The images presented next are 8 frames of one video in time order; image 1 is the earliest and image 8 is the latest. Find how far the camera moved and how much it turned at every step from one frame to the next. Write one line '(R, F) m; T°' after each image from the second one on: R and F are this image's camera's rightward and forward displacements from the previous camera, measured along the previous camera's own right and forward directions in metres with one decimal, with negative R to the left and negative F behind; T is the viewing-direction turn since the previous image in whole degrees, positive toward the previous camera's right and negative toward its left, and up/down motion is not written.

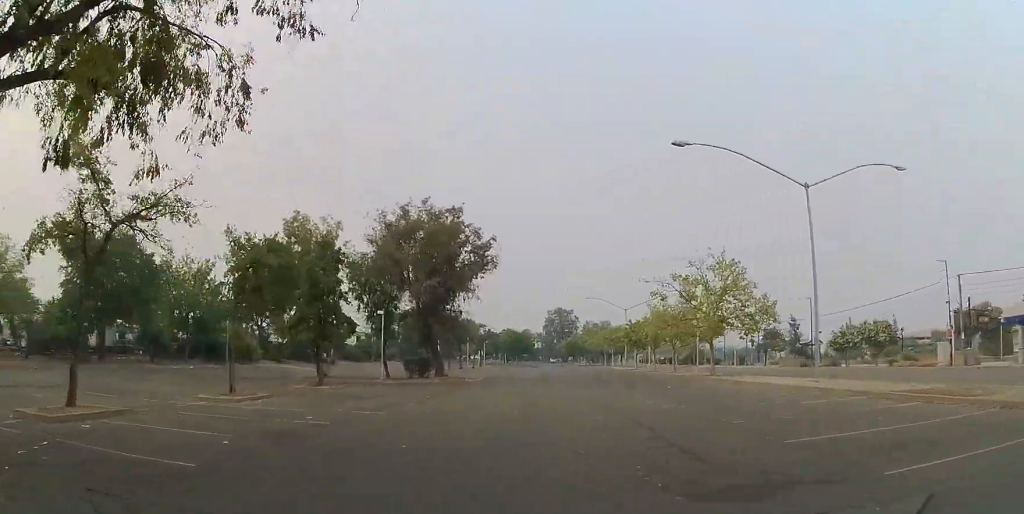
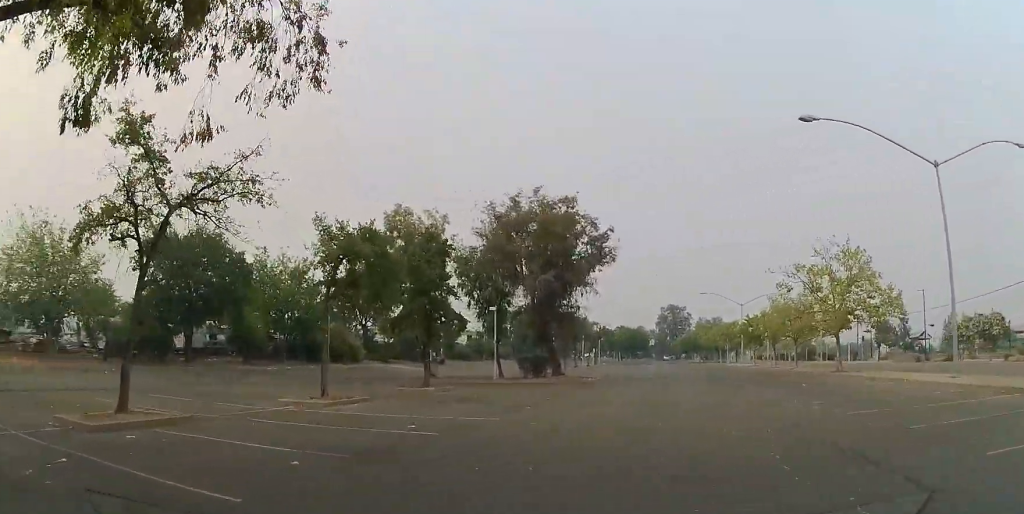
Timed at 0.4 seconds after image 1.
(-0.3, +2.3) m; -12°
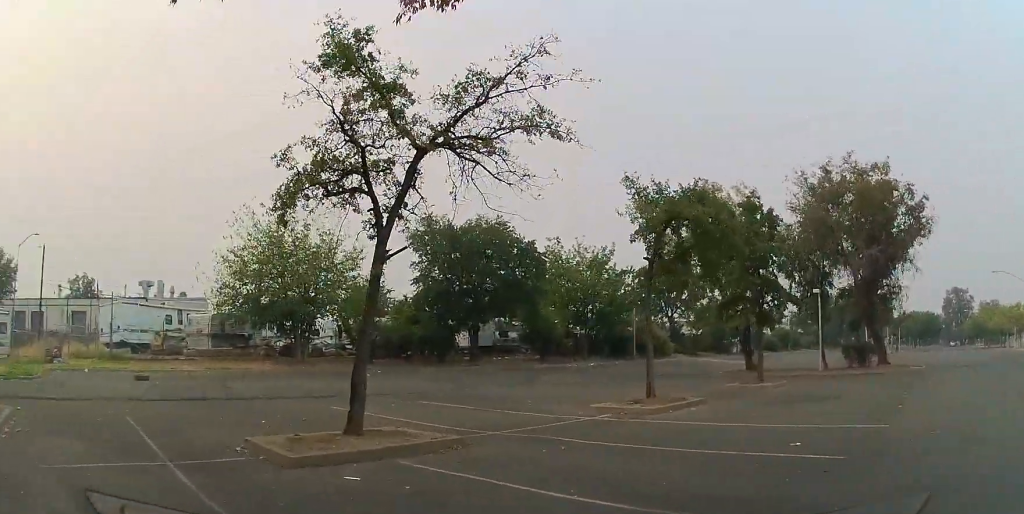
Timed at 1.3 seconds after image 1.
(-1.1, +4.4) m; -31°
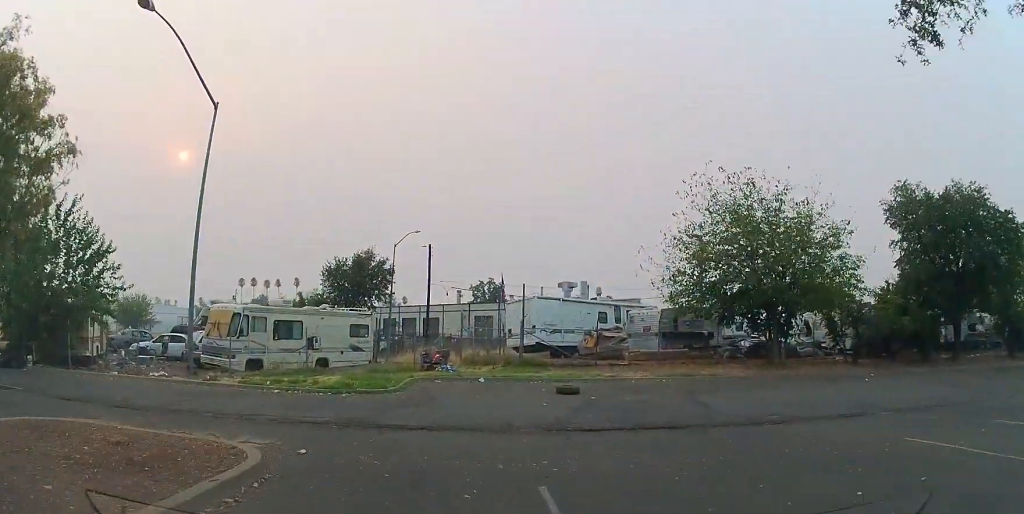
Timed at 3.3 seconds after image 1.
(-4.0, +6.4) m; -47°
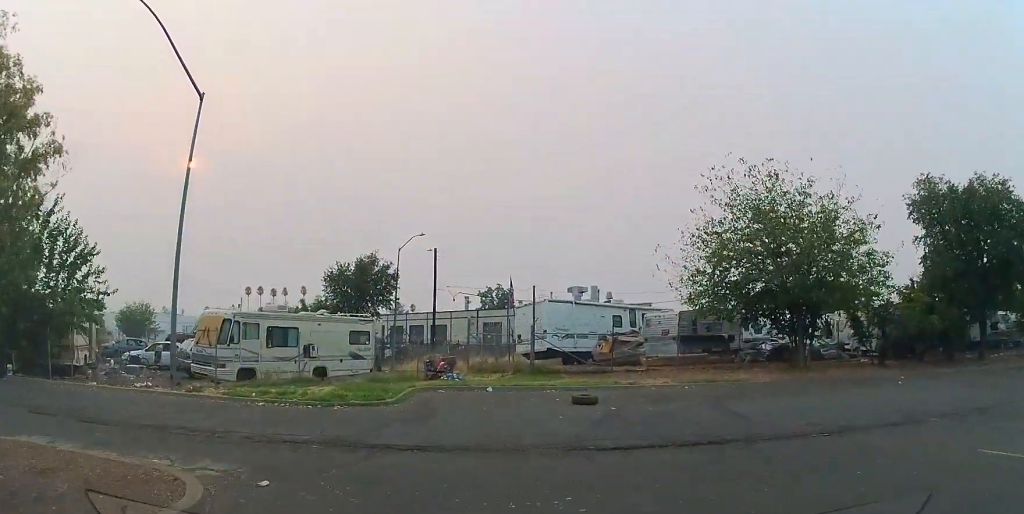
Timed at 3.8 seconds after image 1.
(+0.2, +1.6) m; -2°
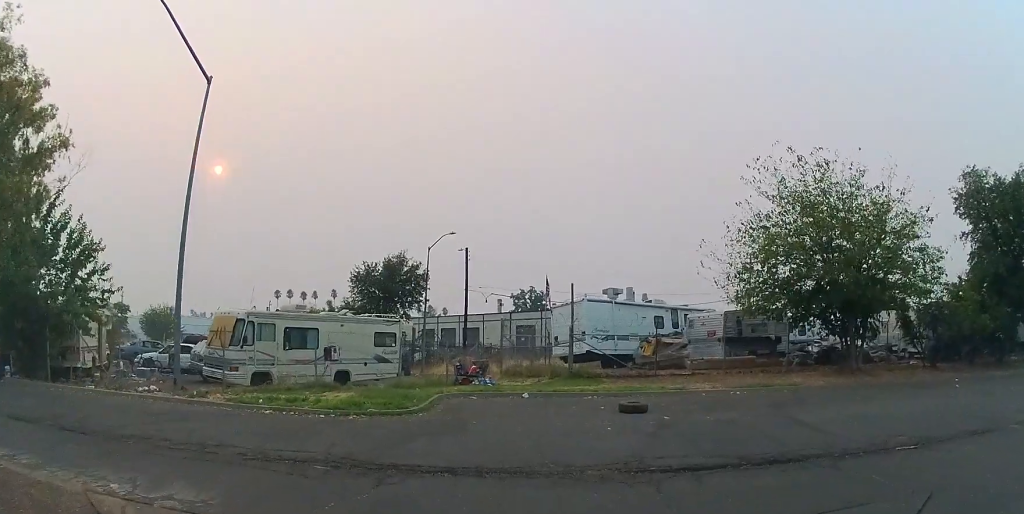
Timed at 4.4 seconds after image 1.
(0.0, +1.6) m; -4°
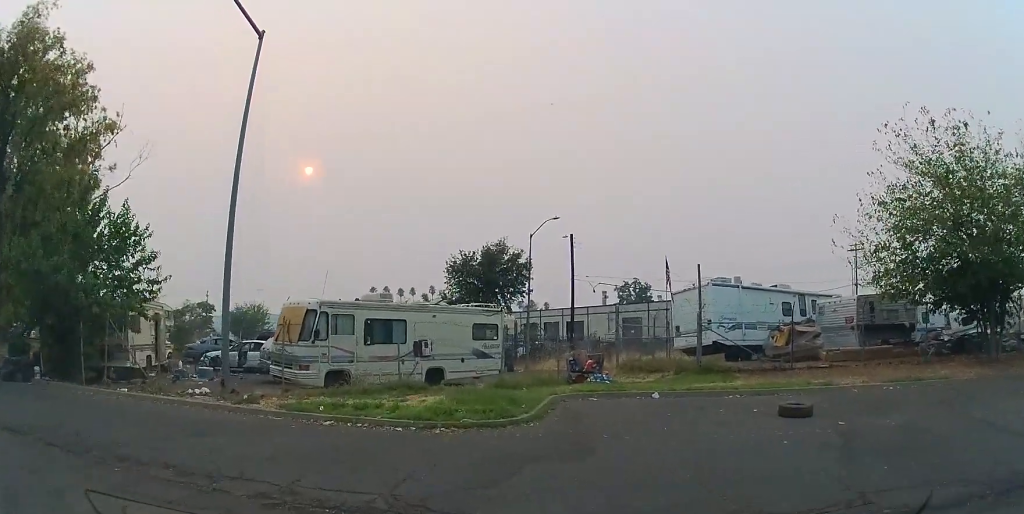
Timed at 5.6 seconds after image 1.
(-0.5, +3.1) m; -16°
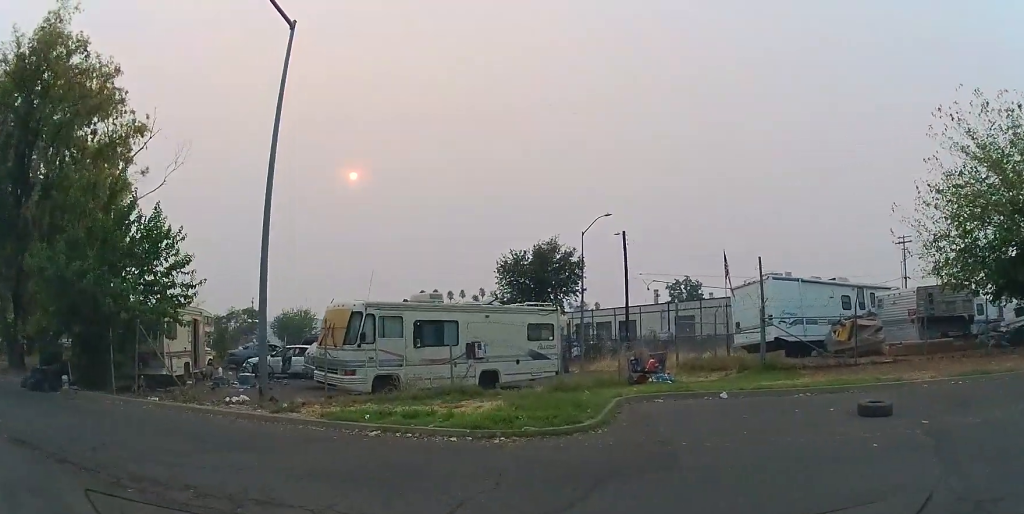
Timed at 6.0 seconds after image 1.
(+0.1, +1.0) m; -6°
